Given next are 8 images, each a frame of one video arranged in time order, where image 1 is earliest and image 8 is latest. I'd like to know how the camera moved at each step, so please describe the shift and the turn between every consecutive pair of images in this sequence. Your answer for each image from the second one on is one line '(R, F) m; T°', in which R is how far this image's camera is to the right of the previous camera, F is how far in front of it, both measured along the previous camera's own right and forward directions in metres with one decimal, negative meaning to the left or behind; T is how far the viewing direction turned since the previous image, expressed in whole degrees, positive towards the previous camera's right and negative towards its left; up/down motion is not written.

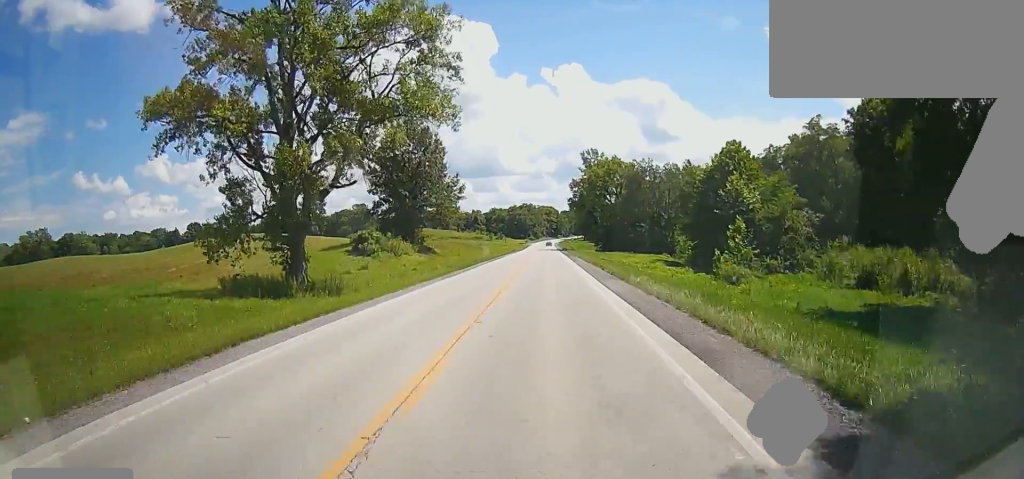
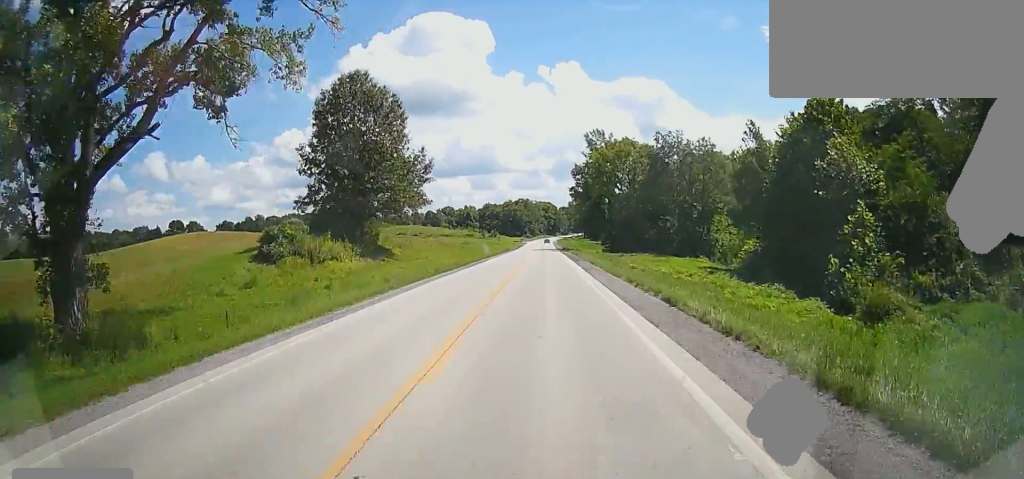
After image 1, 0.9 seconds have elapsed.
(+0.1, +22.7) m; 0°
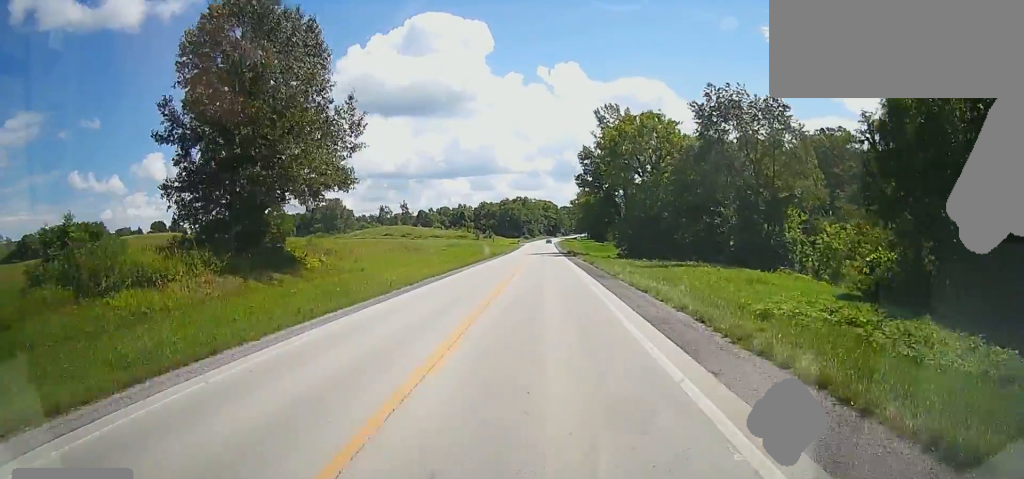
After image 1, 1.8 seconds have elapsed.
(0.0, +23.8) m; 0°
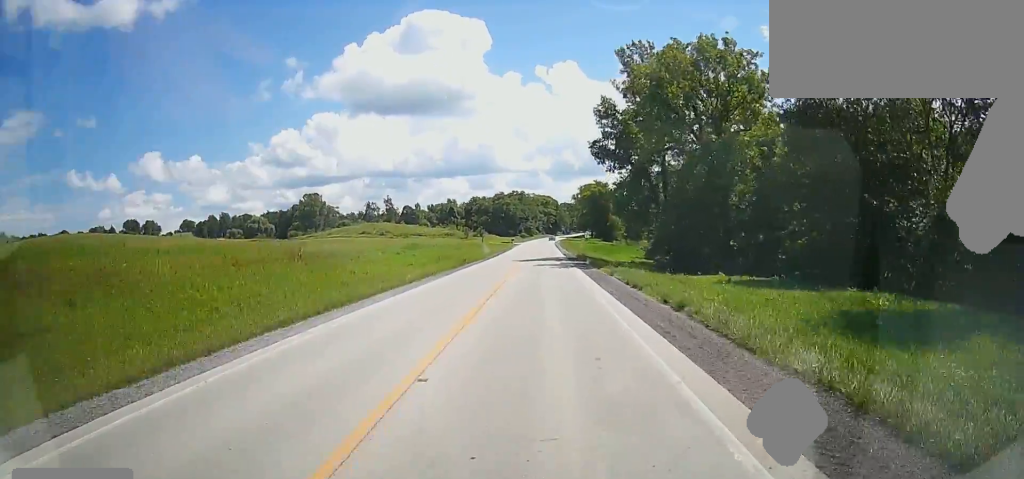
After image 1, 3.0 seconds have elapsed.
(0.0, +32.7) m; 0°
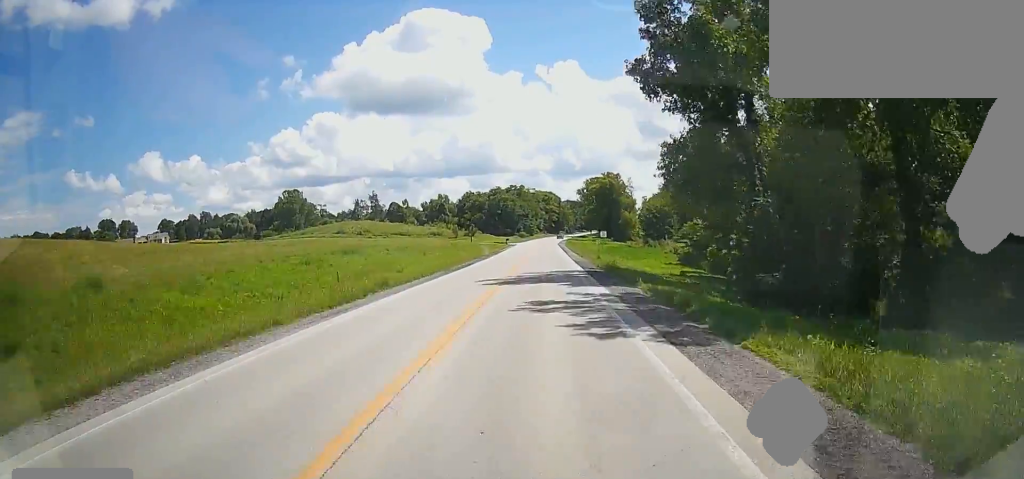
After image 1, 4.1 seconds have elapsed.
(-0.2, +28.4) m; 0°
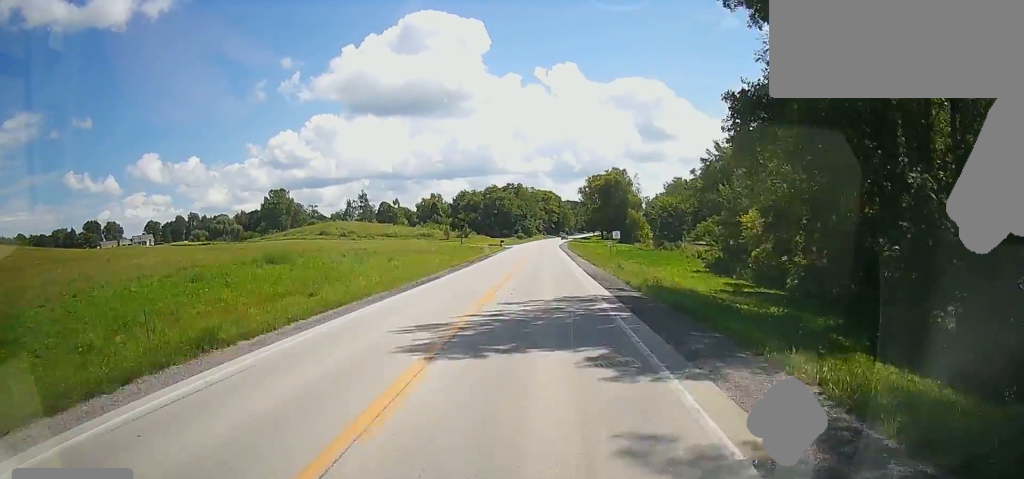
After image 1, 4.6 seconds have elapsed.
(0.0, +15.1) m; 0°
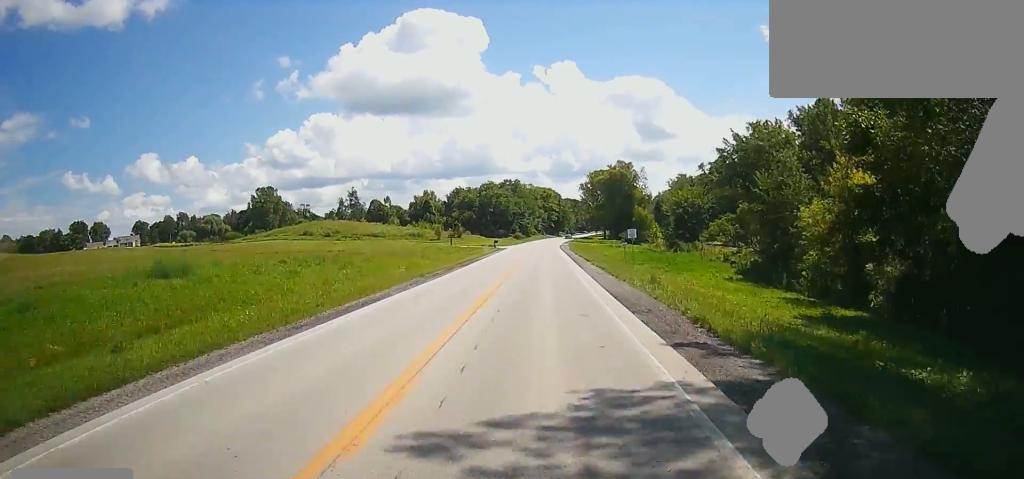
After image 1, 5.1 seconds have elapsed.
(0.0, +11.6) m; 0°
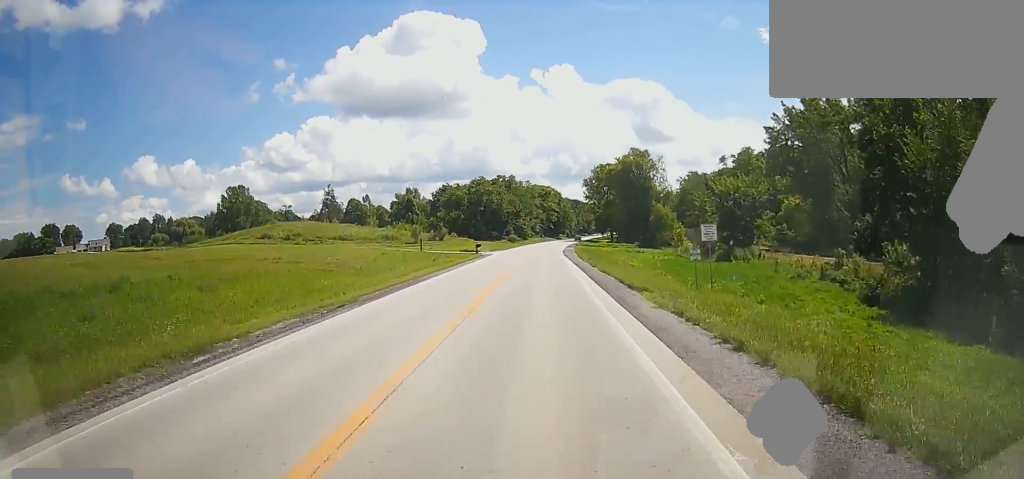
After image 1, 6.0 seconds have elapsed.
(+0.1, +25.9) m; 0°
